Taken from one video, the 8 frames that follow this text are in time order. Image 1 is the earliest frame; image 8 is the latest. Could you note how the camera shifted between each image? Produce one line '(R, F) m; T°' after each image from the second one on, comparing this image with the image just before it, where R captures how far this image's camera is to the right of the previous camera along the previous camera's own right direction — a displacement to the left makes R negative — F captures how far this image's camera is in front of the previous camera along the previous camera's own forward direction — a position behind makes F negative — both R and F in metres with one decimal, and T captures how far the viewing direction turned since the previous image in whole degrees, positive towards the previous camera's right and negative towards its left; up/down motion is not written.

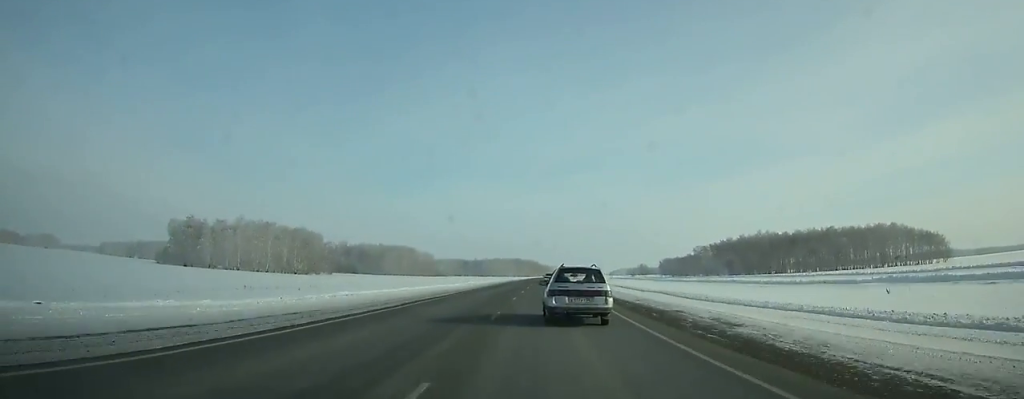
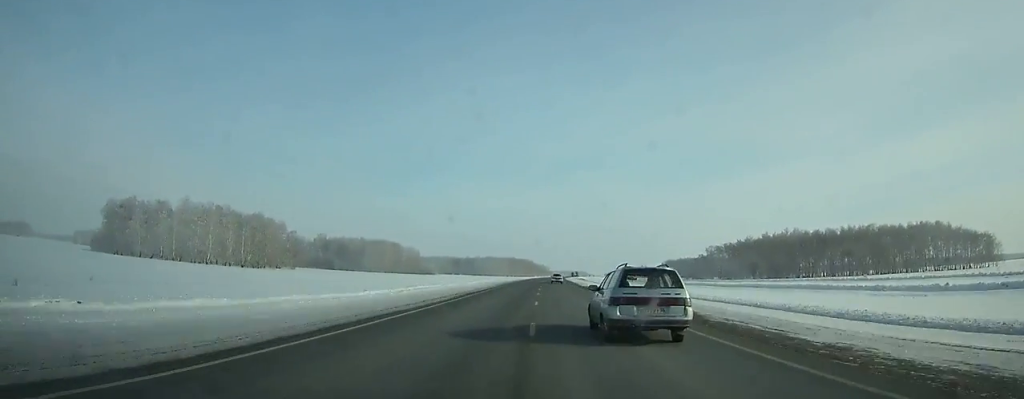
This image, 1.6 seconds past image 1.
(0.0, +38.2) m; +1°
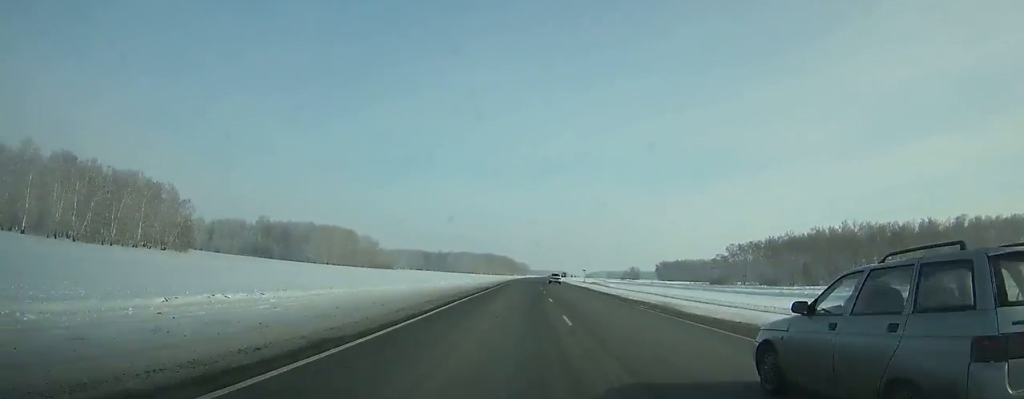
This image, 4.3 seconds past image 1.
(+0.9, +70.8) m; +1°
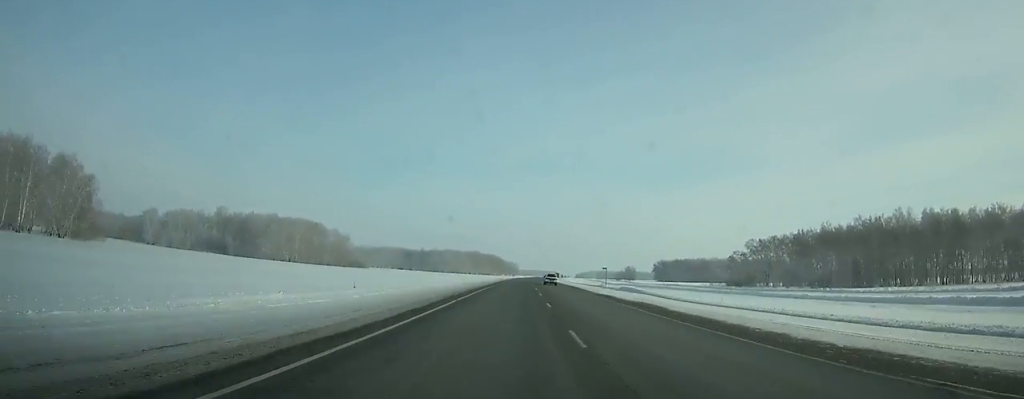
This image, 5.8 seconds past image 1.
(+0.5, +40.4) m; +1°
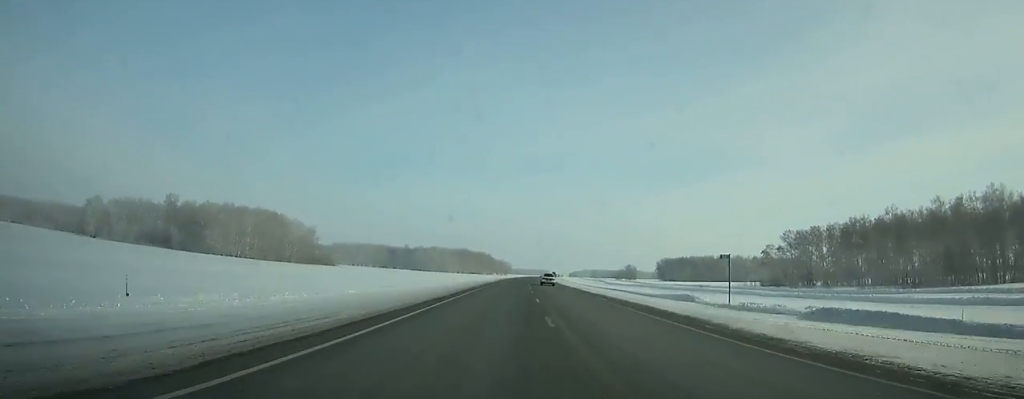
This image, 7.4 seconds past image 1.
(+0.2, +43.3) m; +1°
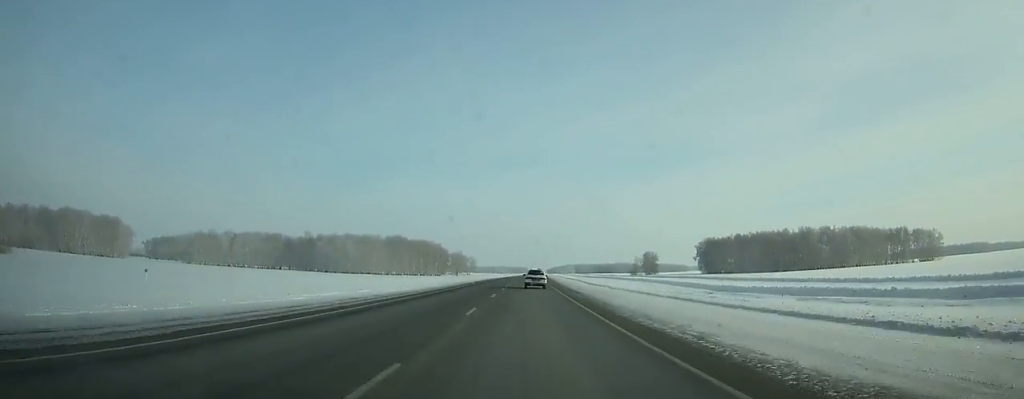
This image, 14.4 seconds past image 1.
(+4.3, +192.0) m; +2°
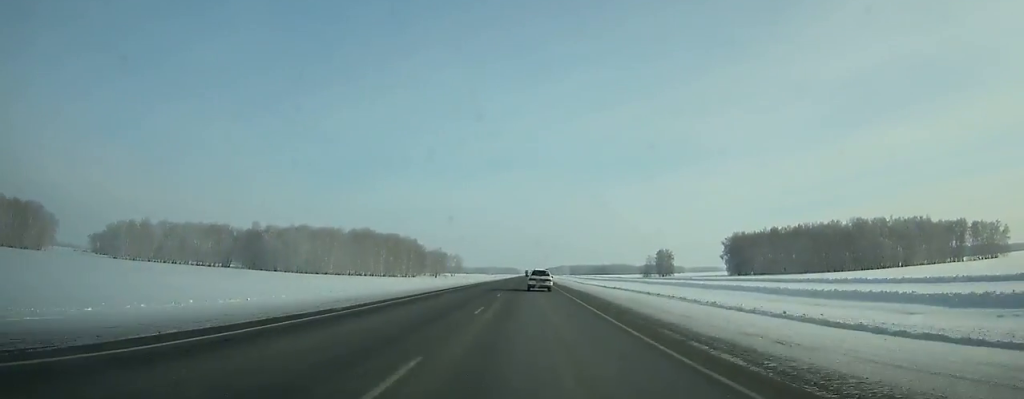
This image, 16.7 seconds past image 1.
(+0.4, +58.9) m; +1°
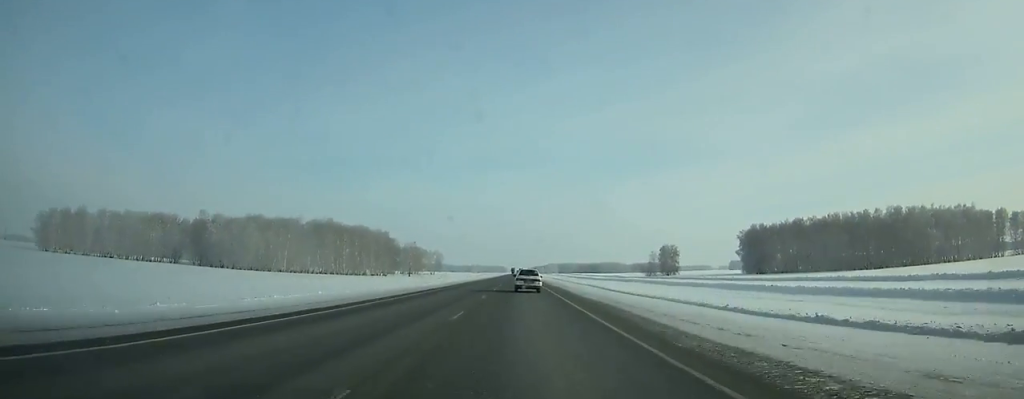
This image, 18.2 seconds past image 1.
(+0.3, +37.0) m; 0°
